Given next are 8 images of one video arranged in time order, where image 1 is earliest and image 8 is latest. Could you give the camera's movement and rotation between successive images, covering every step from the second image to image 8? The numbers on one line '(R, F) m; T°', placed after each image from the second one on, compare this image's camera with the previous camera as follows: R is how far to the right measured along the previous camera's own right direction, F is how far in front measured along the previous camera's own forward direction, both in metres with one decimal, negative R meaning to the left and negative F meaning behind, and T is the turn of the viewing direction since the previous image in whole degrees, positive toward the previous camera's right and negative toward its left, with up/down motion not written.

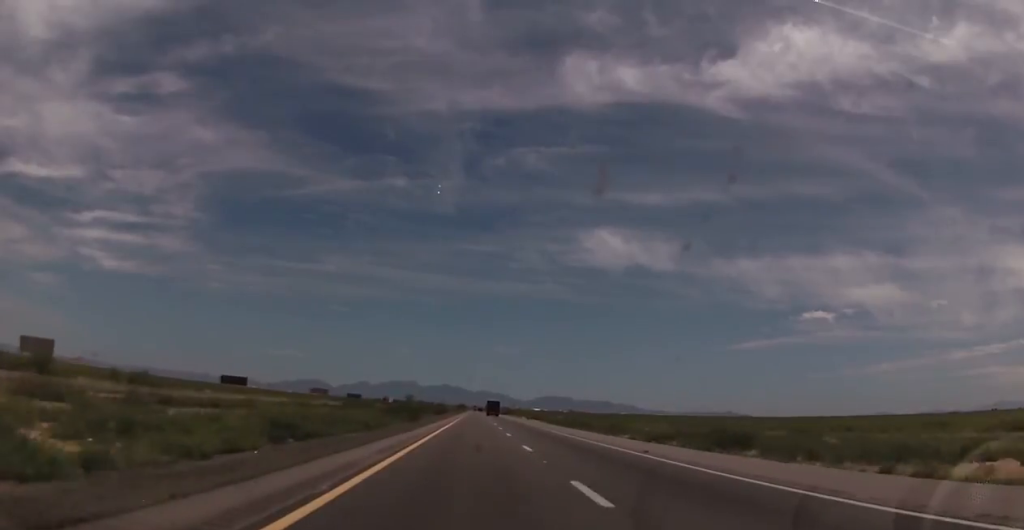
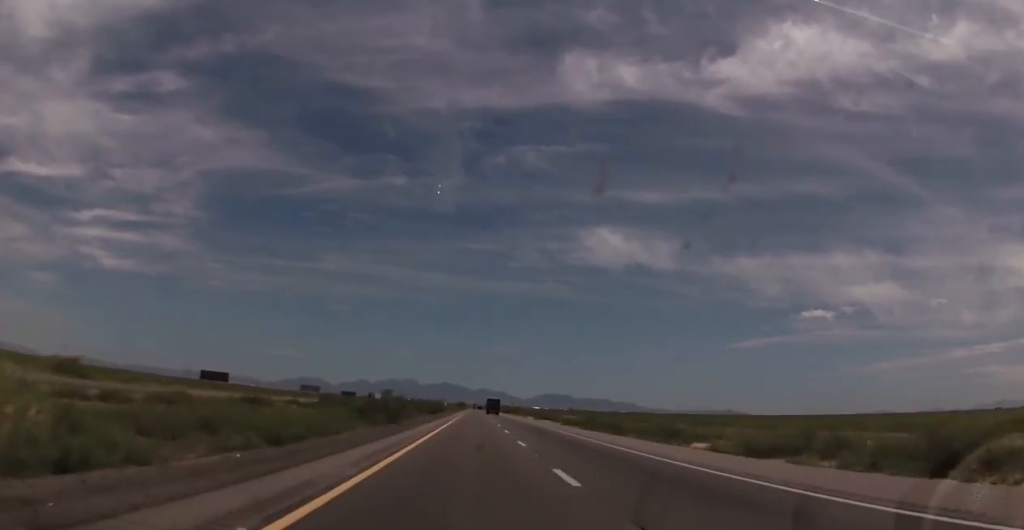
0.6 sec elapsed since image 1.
(0.0, +22.0) m; 0°
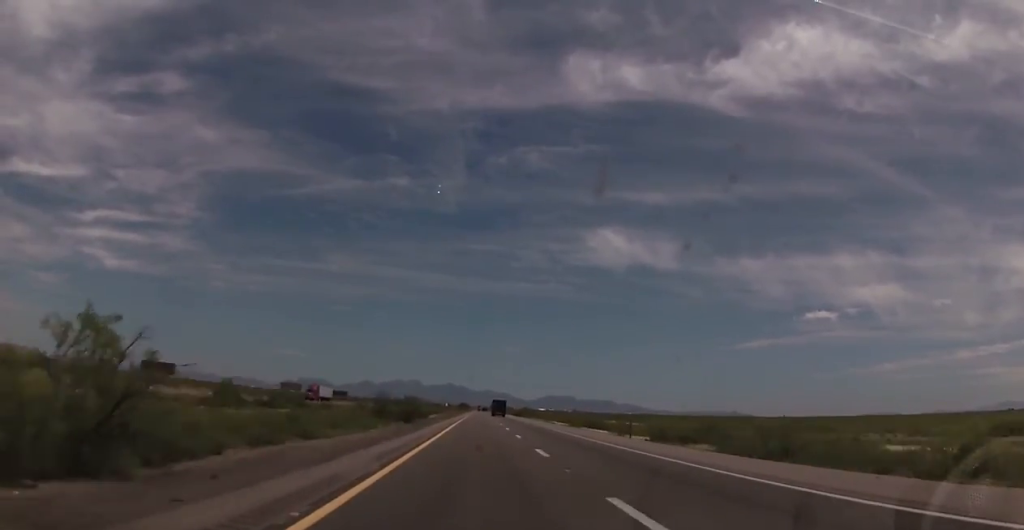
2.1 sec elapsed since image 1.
(0.0, +53.7) m; 0°
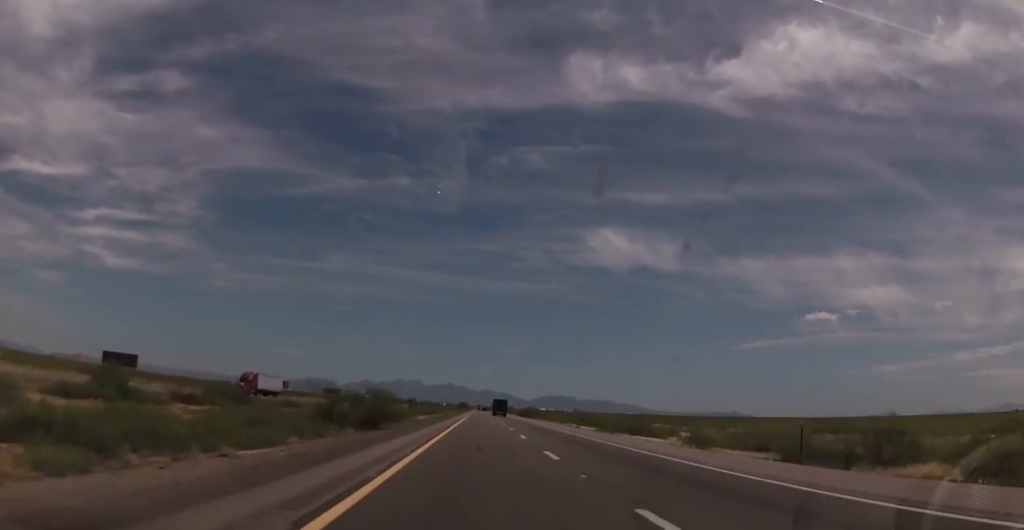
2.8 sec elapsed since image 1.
(+0.2, +25.7) m; 0°
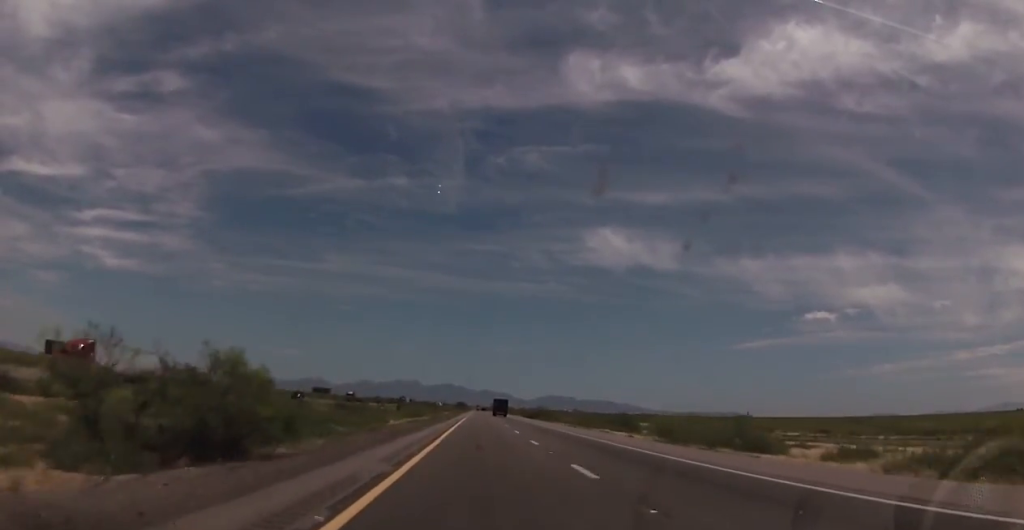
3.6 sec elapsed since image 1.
(+0.2, +29.4) m; 0°
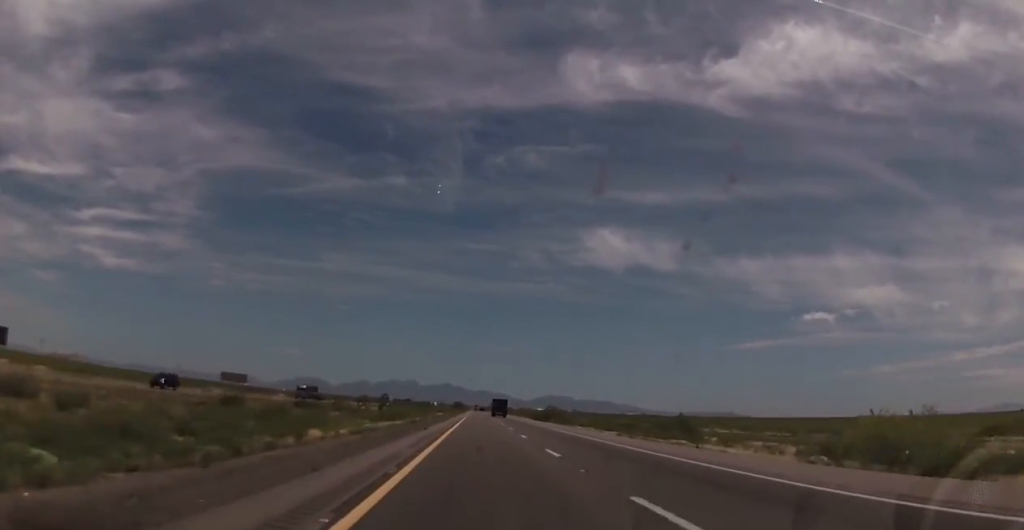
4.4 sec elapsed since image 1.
(-0.3, +30.6) m; -1°
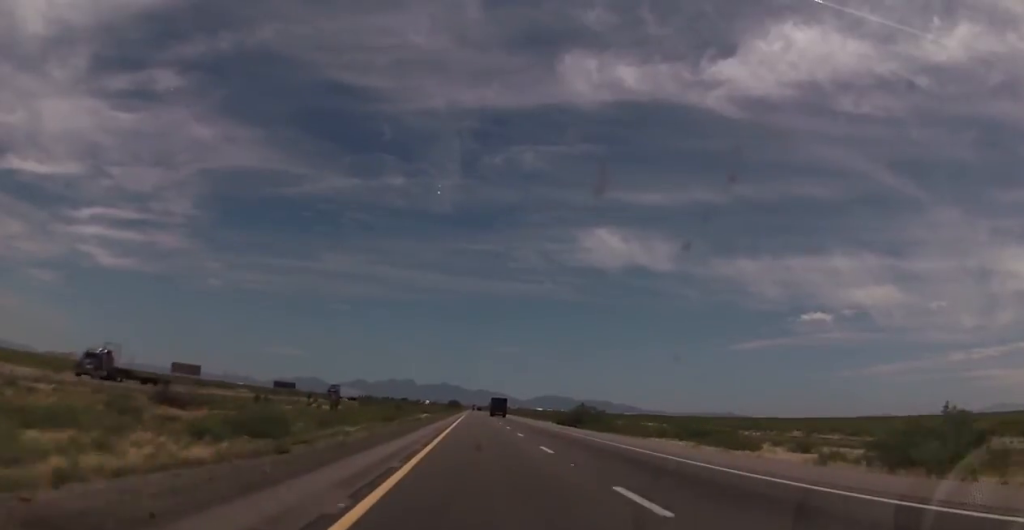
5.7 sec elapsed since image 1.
(+0.3, +47.6) m; +1°
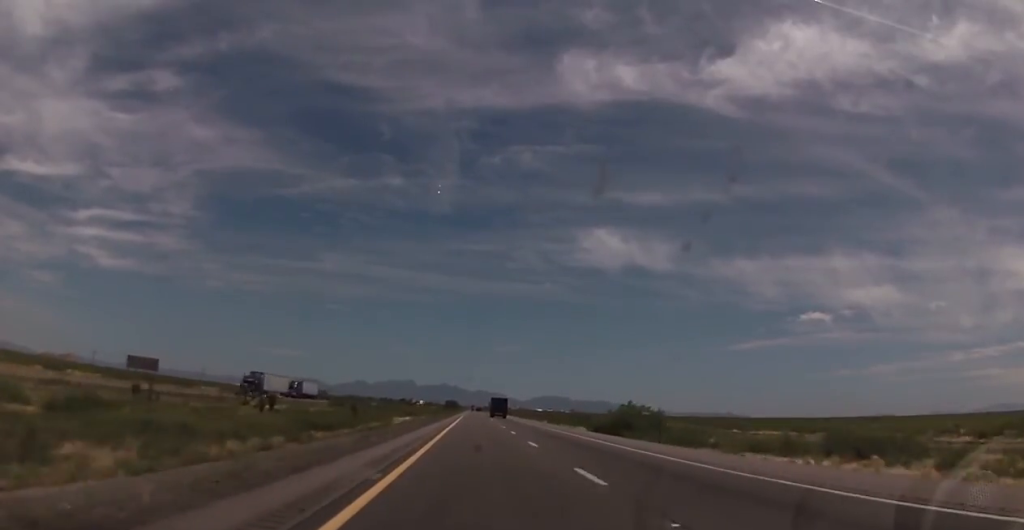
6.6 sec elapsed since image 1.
(+0.3, +33.0) m; 0°
